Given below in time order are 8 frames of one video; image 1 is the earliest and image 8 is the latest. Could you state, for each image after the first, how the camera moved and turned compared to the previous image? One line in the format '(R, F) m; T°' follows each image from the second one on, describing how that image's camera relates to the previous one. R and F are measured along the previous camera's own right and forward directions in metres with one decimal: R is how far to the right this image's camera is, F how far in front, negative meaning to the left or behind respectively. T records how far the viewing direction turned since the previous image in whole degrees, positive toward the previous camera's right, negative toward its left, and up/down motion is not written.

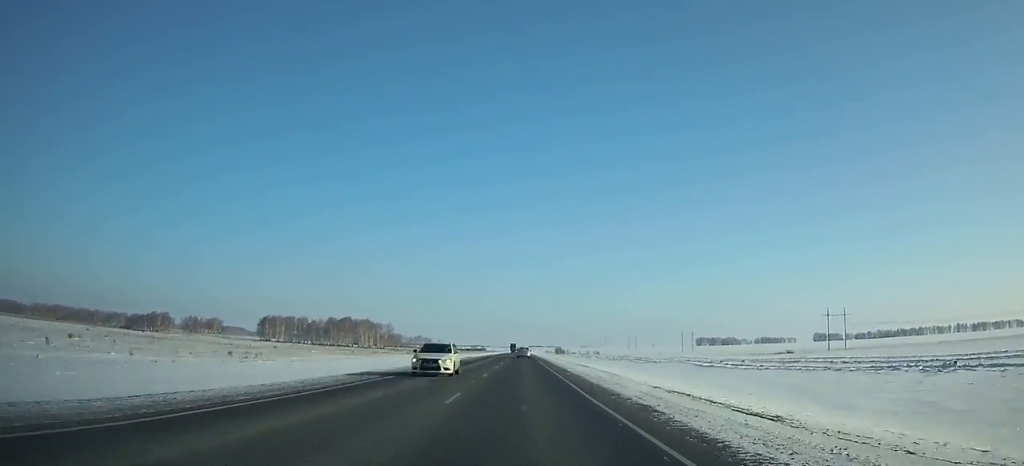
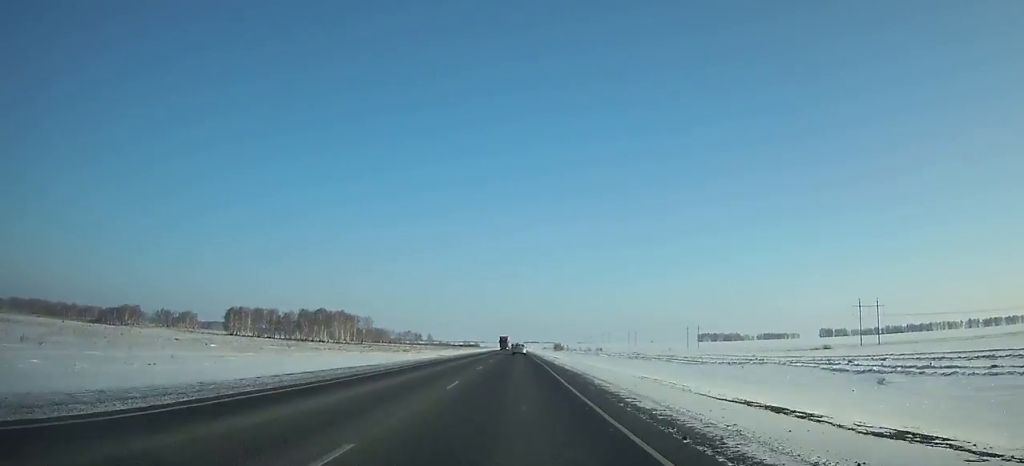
(+0.1, +44.7) m; 0°
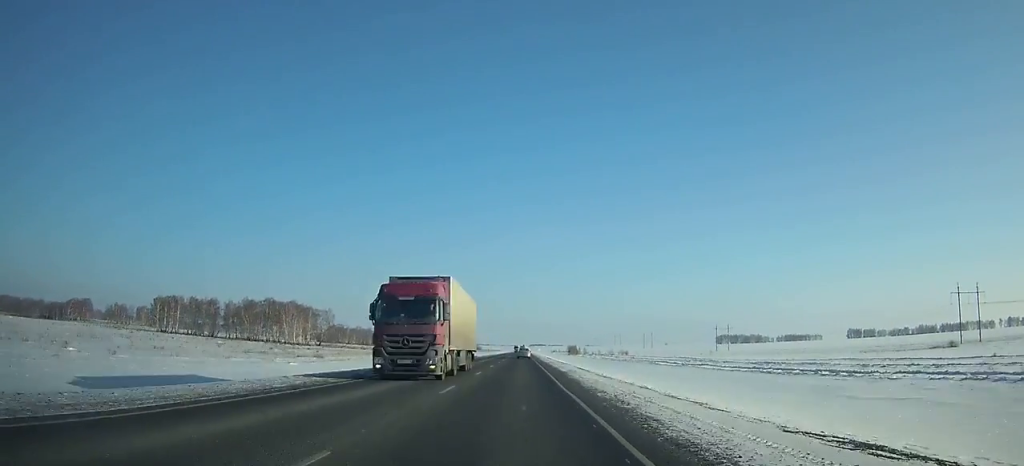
(0.0, +83.7) m; 0°
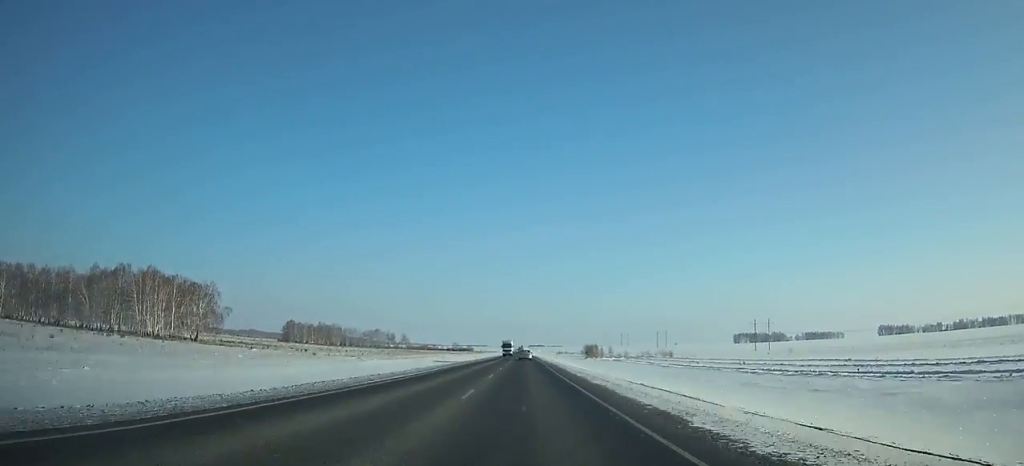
(0.0, +108.4) m; 0°
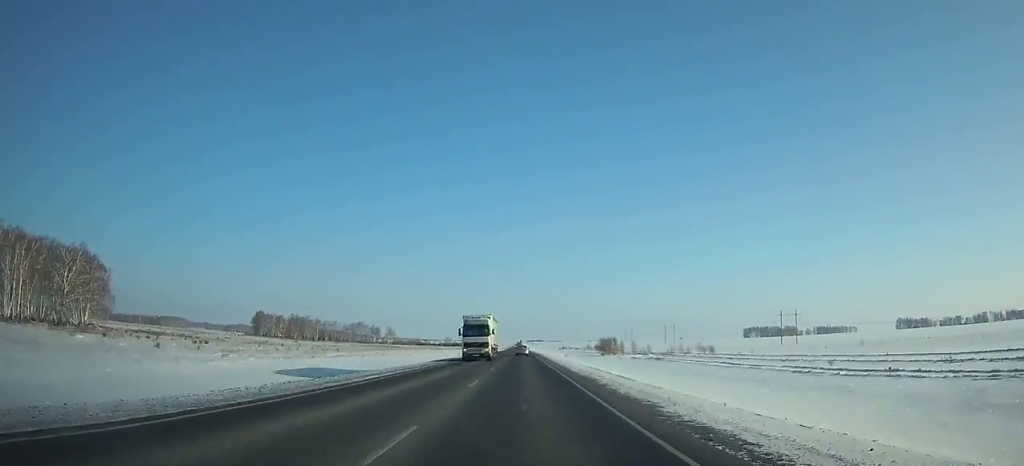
(+0.1, +57.7) m; 0°
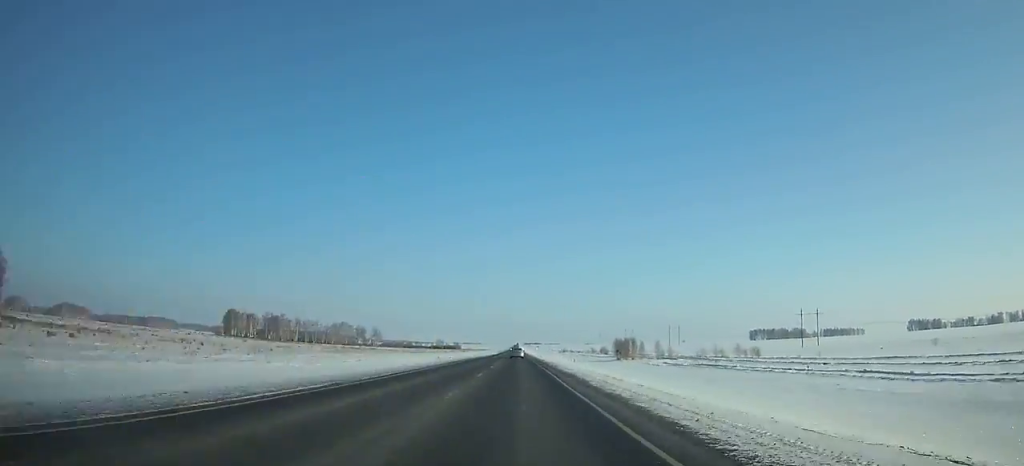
(0.0, +39.7) m; 0°
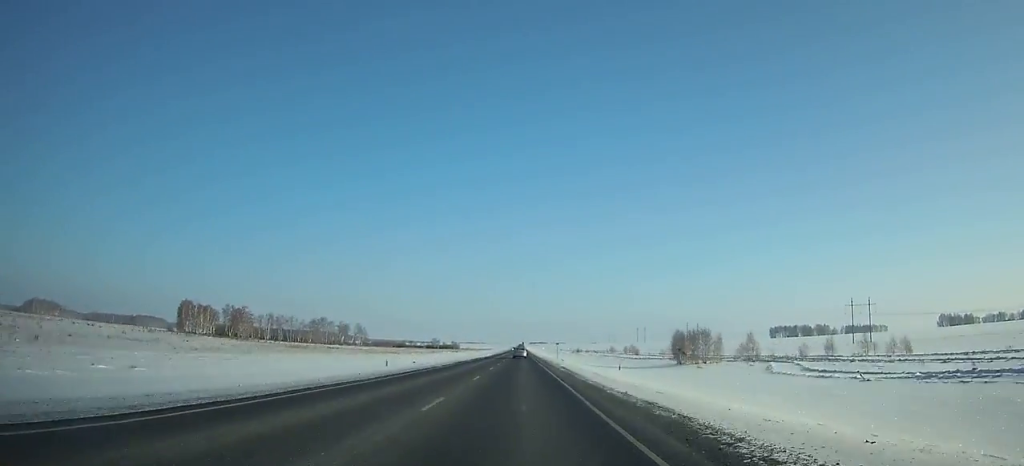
(0.0, +61.0) m; 0°
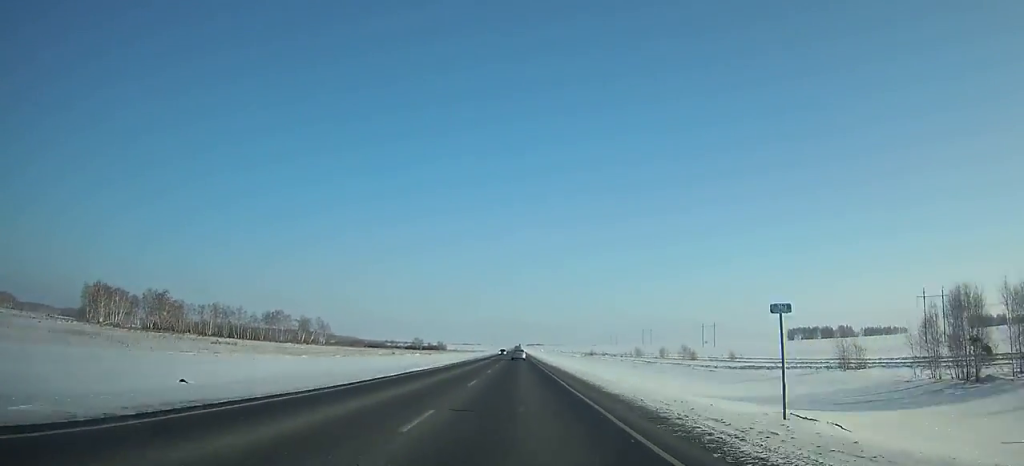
(-0.1, +73.1) m; 0°
